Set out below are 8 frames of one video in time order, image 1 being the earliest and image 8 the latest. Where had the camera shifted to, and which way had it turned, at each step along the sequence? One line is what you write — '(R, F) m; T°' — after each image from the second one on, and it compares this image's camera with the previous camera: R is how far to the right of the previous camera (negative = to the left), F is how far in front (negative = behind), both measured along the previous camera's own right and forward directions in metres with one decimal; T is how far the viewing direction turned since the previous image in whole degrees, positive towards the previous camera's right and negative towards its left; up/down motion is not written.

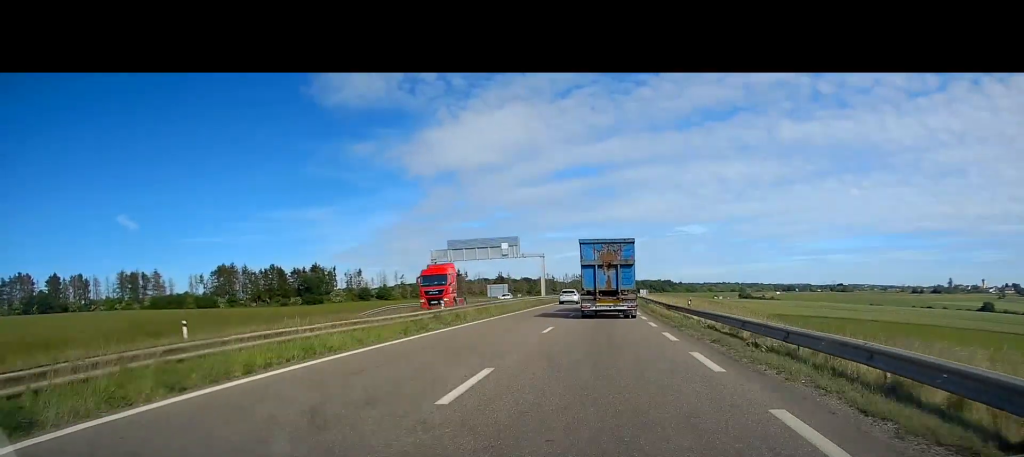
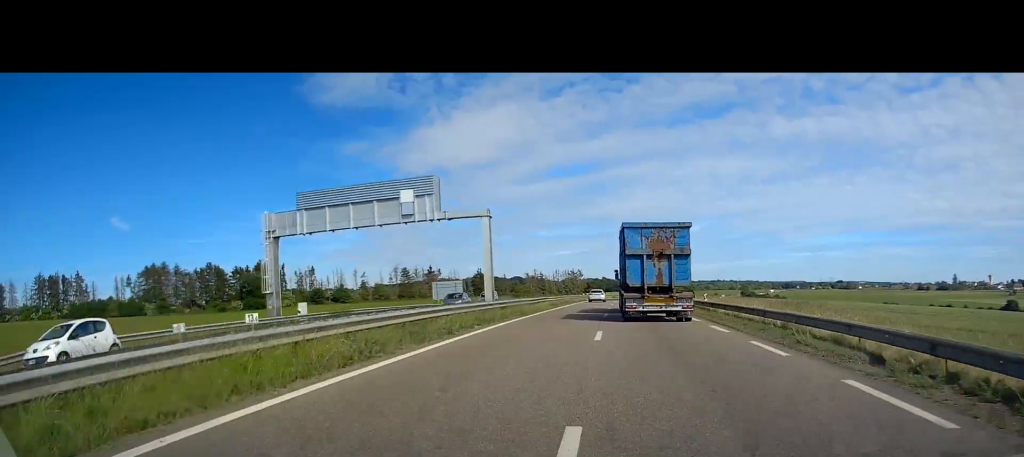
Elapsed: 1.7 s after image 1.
(-0.1, +43.9) m; 0°
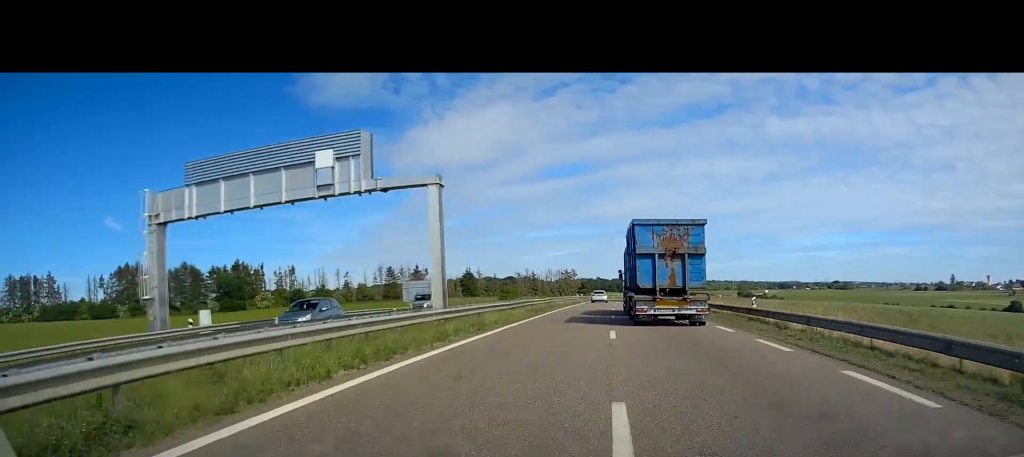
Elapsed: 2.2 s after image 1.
(-0.1, +12.0) m; 0°
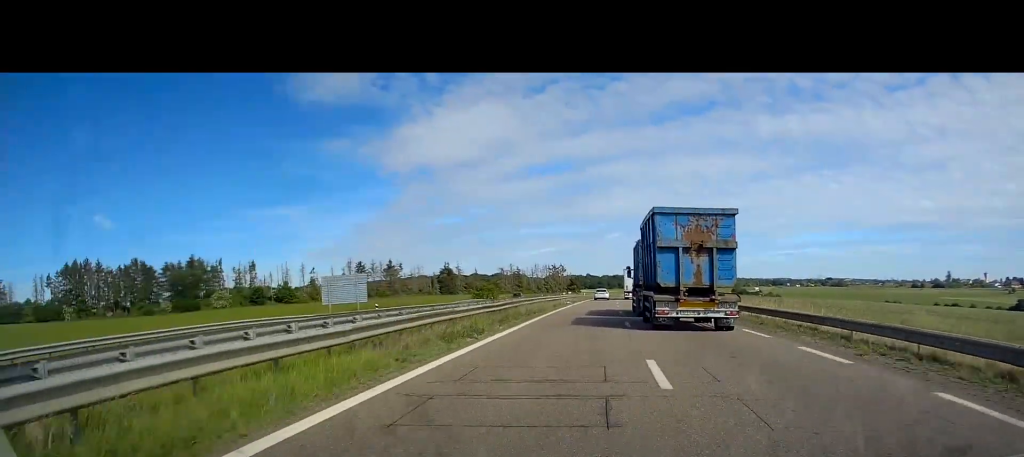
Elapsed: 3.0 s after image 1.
(+0.3, +21.7) m; +2°
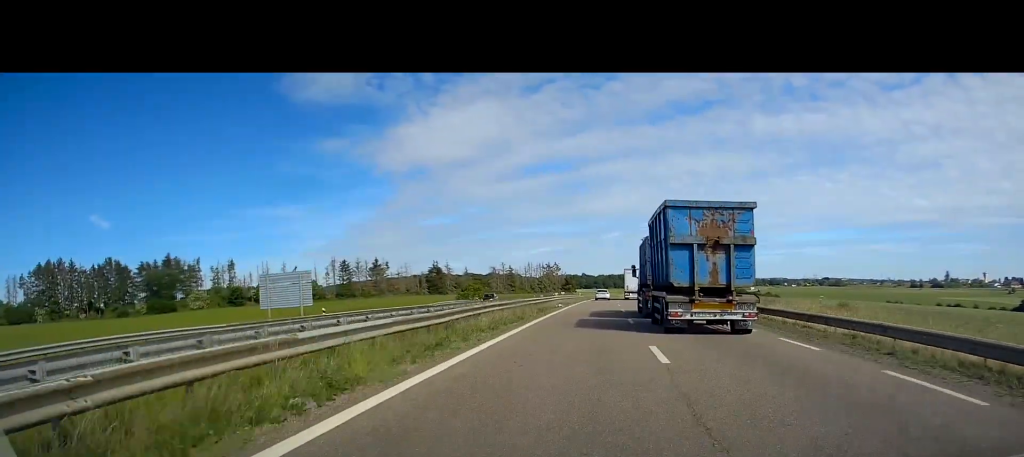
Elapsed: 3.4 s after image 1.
(+0.1, +10.5) m; +1°
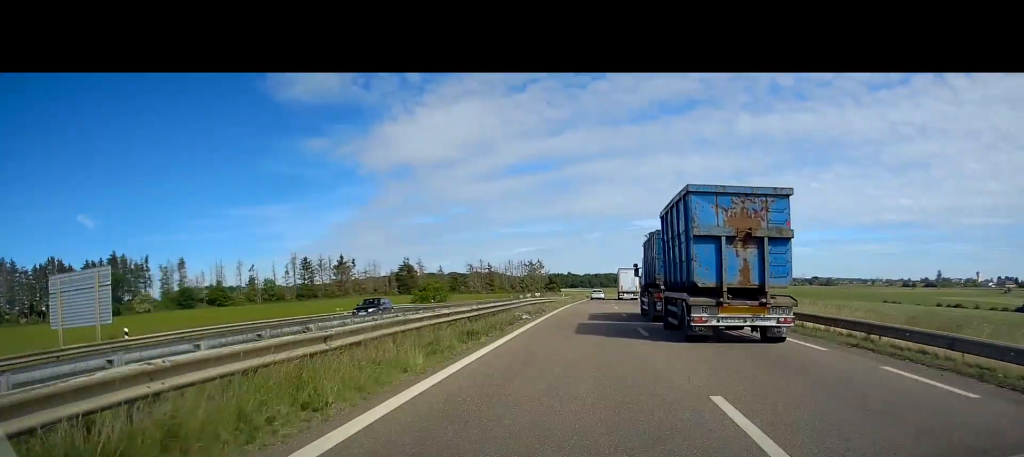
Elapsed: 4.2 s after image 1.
(+0.1, +19.3) m; +1°
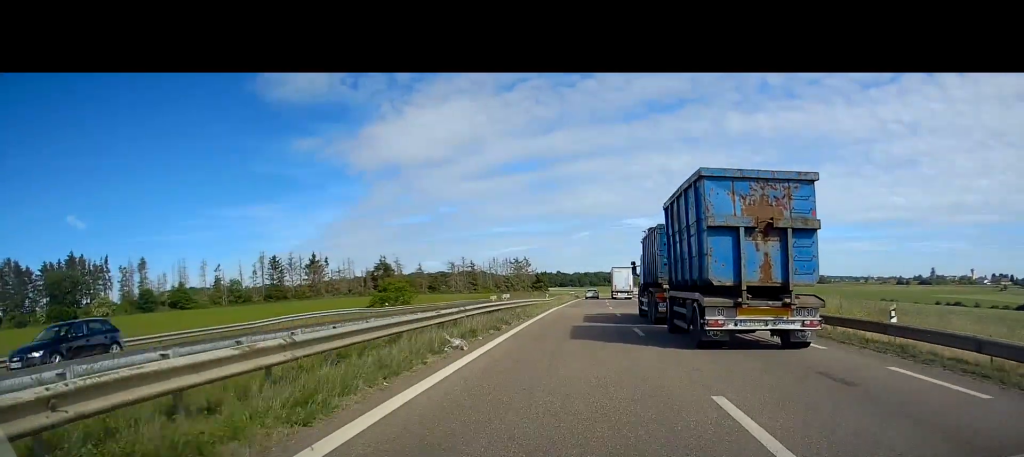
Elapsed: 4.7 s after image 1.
(+0.2, +13.3) m; 0°
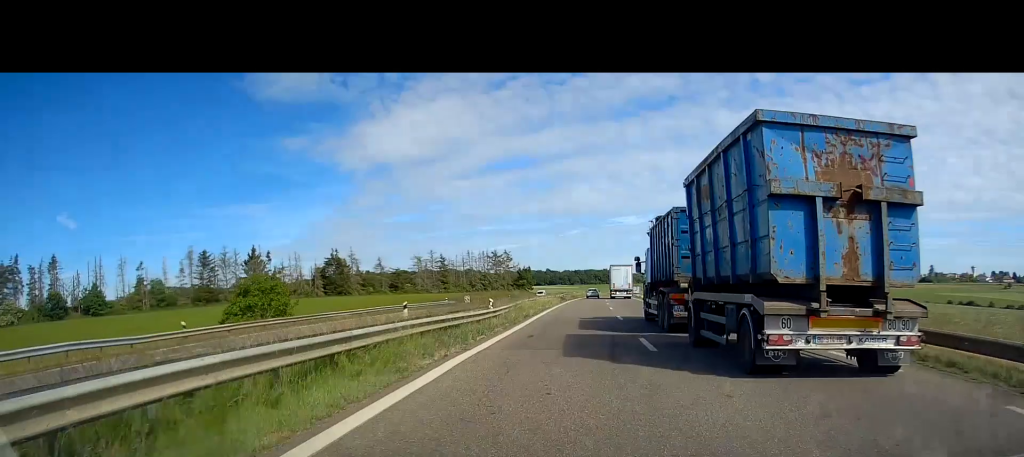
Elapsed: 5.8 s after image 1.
(+0.2, +29.5) m; +1°
